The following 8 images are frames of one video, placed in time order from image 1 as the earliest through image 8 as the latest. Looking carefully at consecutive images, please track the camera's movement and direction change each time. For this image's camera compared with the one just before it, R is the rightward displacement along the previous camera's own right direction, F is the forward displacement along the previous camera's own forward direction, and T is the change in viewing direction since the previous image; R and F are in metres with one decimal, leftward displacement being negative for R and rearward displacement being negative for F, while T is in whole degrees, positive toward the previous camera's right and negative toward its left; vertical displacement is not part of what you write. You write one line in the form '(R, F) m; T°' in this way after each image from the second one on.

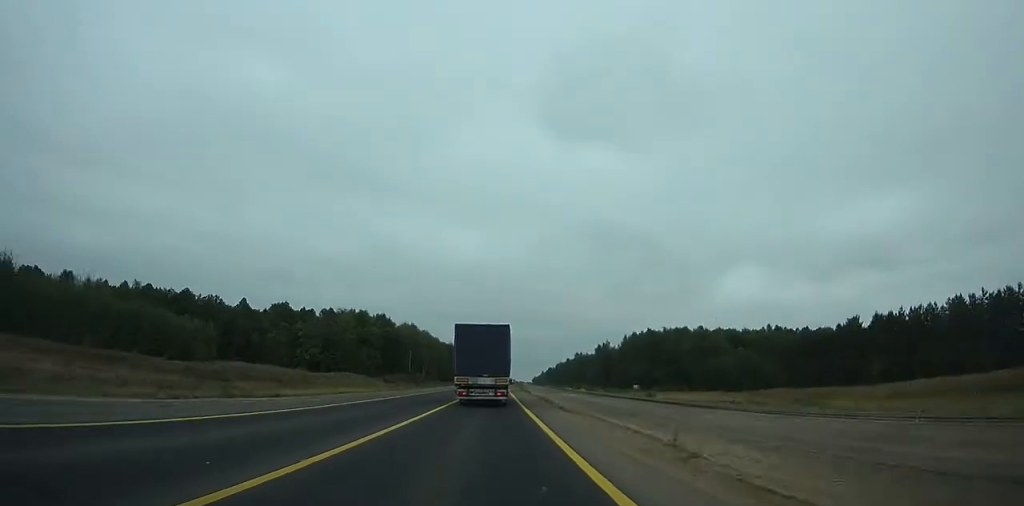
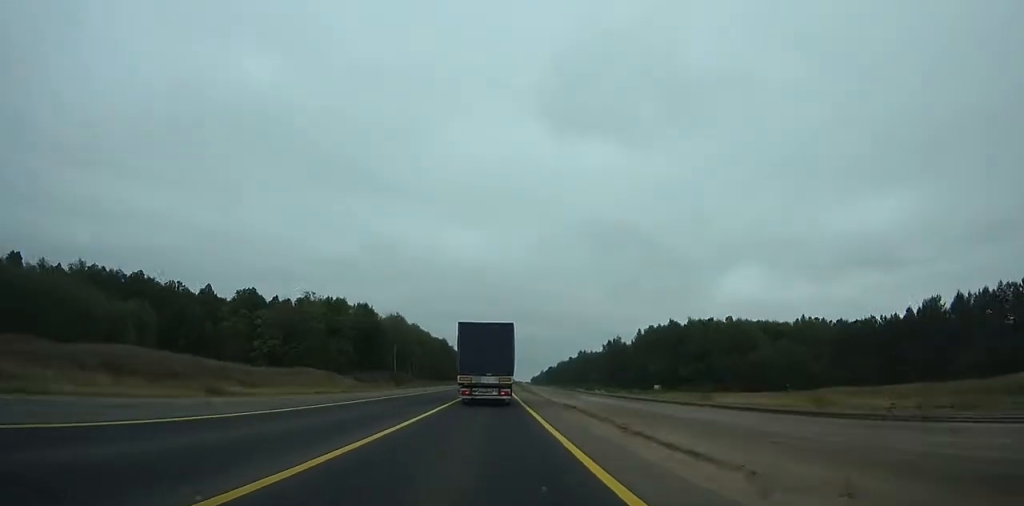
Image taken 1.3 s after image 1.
(0.0, +25.9) m; 0°
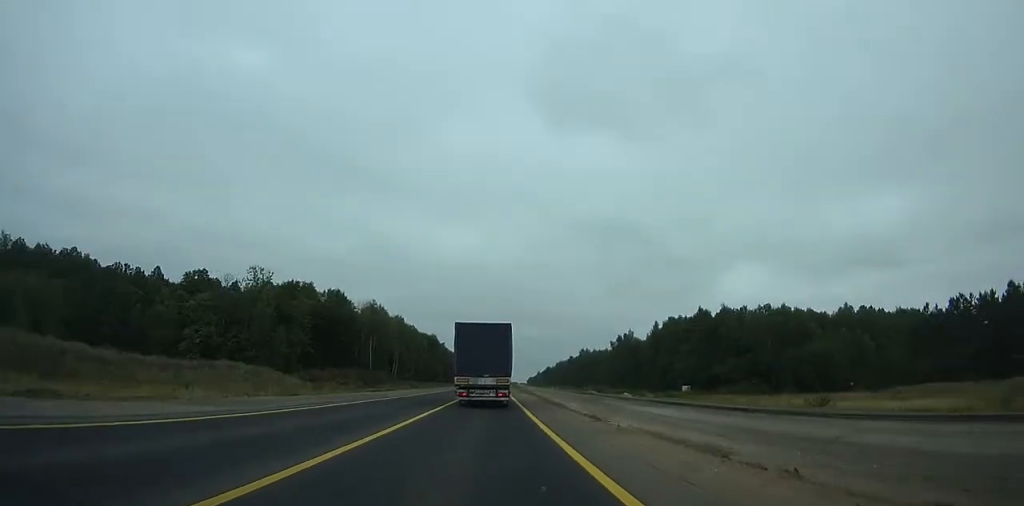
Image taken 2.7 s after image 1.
(+0.1, +28.0) m; 0°
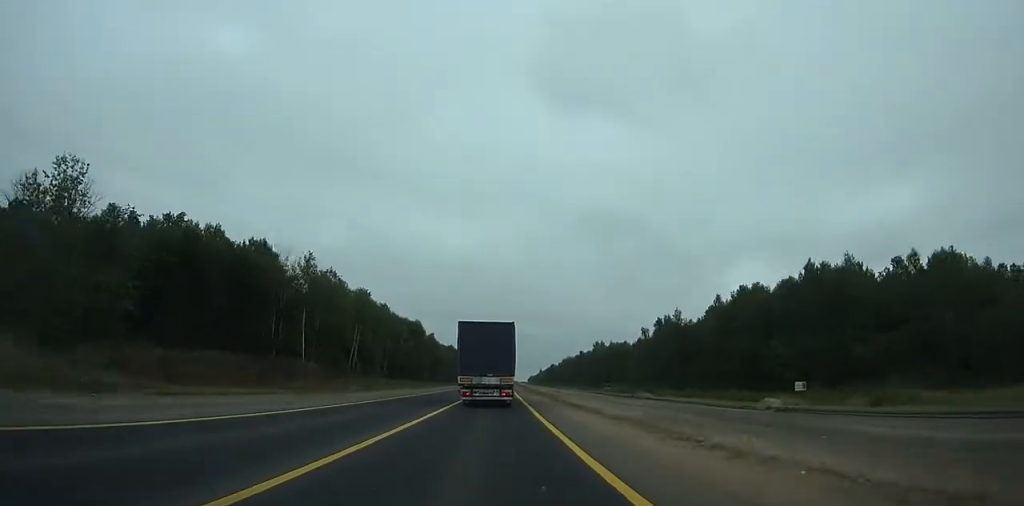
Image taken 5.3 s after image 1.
(+0.2, +52.1) m; +1°
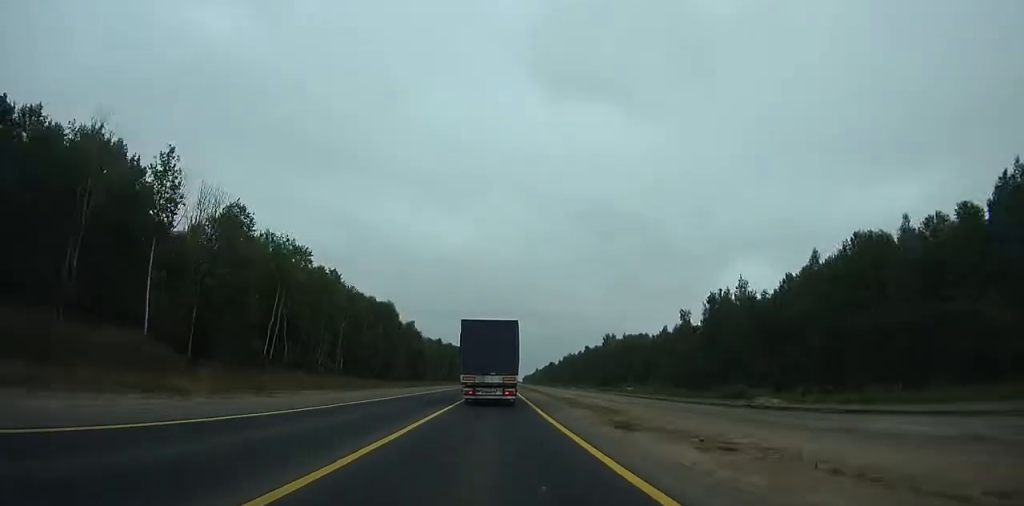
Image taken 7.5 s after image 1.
(0.0, +44.4) m; +2°
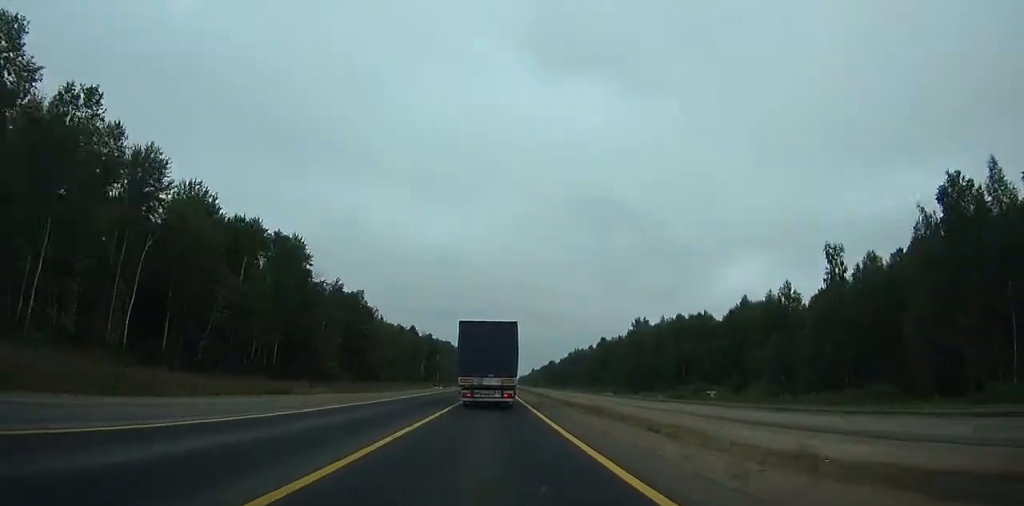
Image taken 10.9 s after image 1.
(+1.4, +69.5) m; 0°
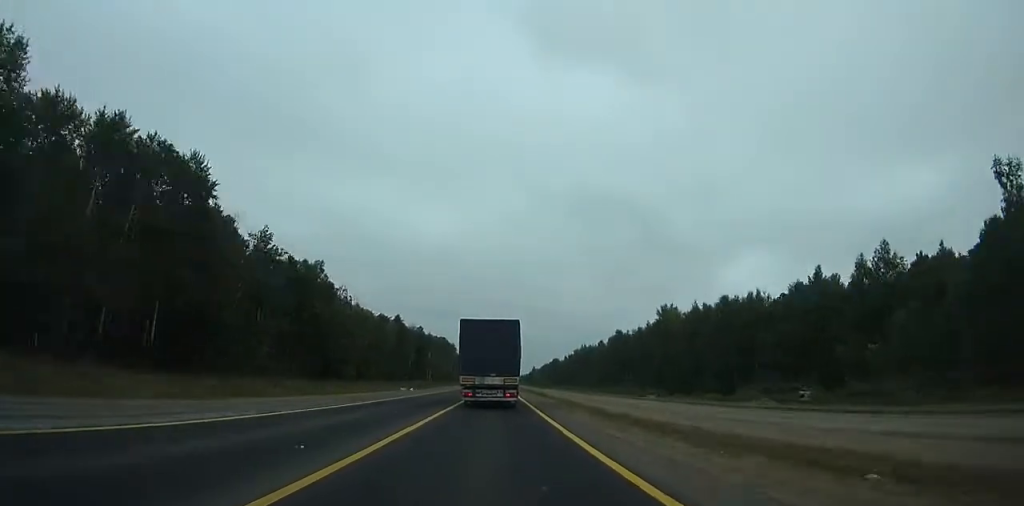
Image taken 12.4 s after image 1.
(-0.9, +31.2) m; 0°
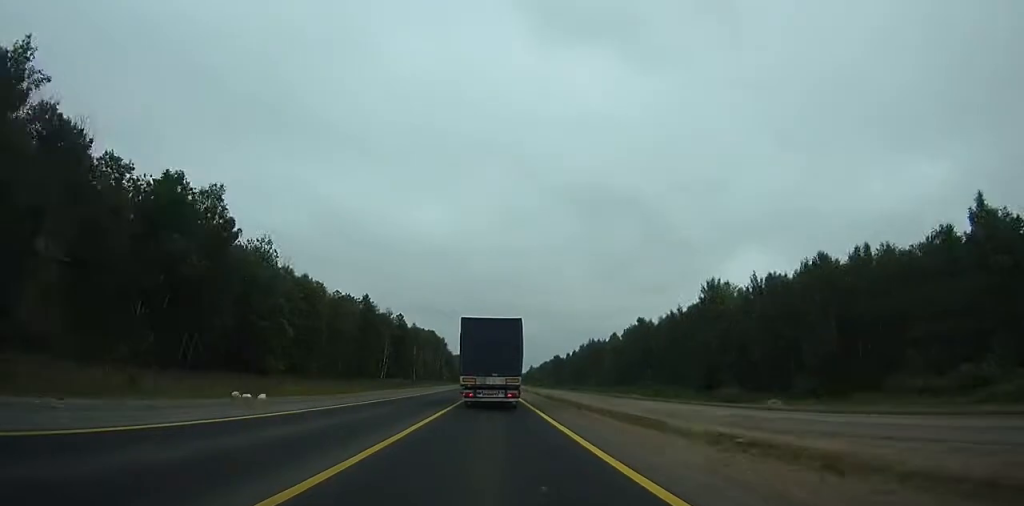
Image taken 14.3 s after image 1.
(-0.3, +39.6) m; 0°
